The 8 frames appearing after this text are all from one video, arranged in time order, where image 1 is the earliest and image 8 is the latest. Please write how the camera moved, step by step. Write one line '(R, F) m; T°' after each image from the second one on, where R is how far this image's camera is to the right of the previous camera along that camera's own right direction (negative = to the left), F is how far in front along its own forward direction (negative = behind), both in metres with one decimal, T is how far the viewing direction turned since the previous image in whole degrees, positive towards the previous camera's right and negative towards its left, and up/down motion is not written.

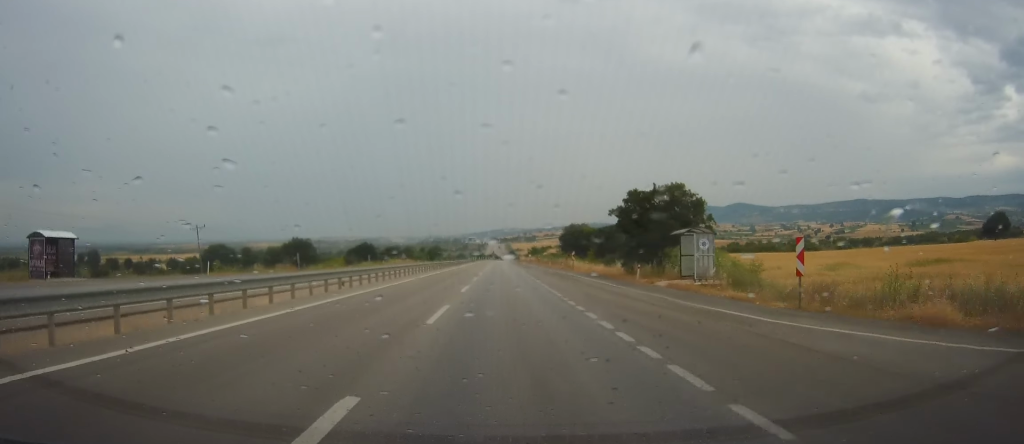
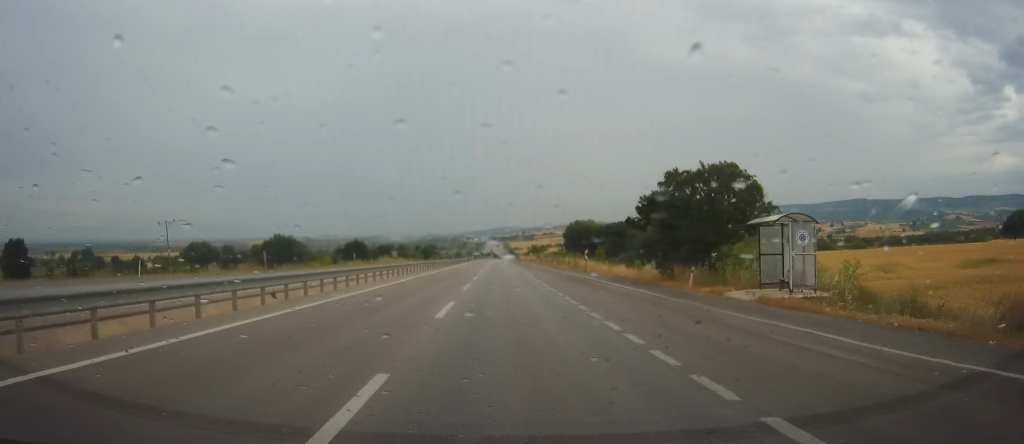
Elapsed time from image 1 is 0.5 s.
(0.0, +10.4) m; 0°
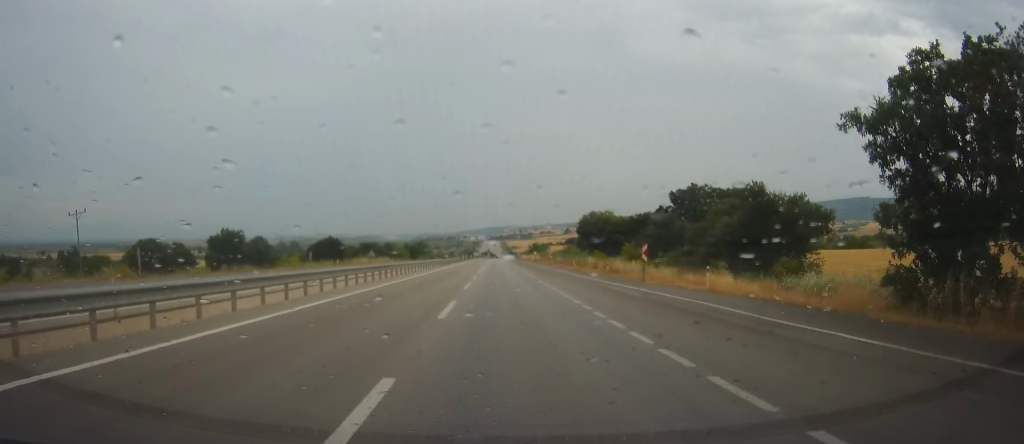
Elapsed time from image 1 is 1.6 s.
(+0.3, +23.1) m; +2°
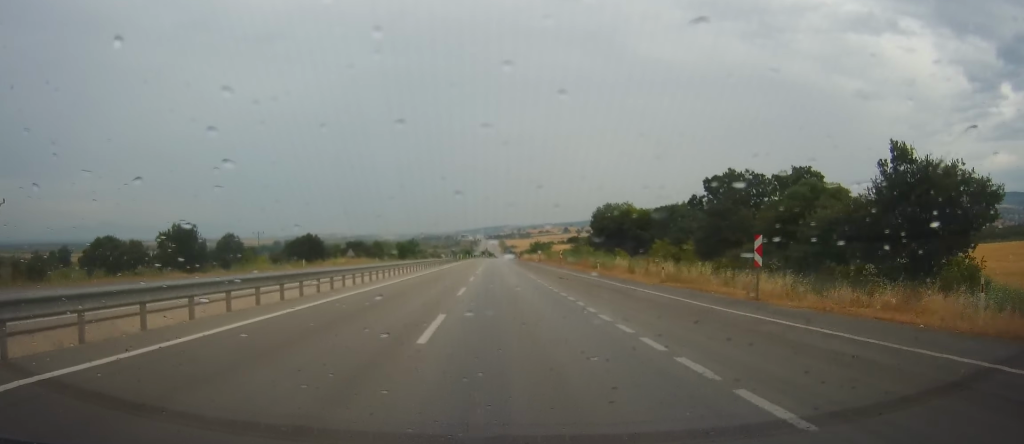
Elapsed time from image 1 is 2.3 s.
(+0.3, +16.1) m; +1°
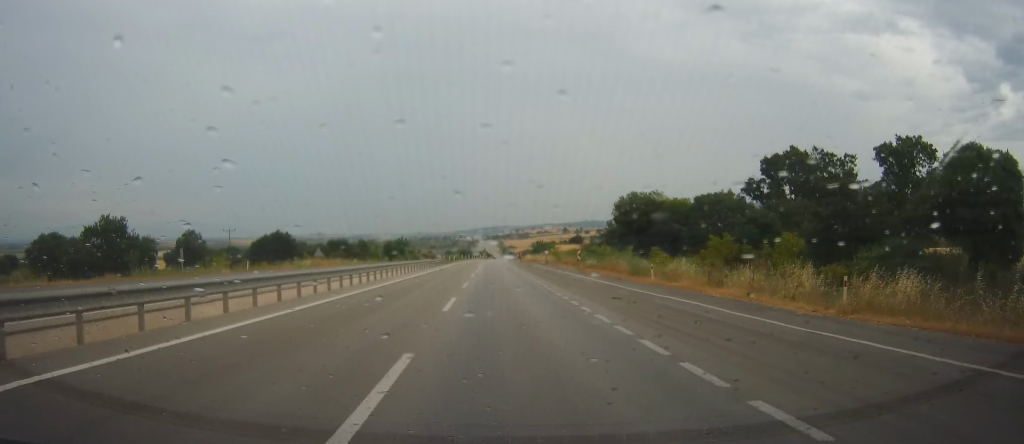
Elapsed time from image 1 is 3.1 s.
(0.0, +17.4) m; 0°
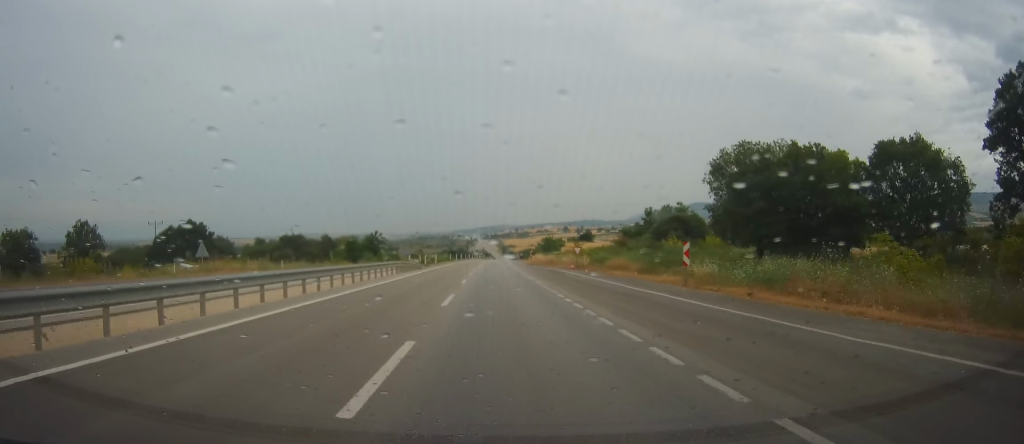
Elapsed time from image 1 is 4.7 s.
(+0.5, +34.1) m; +2°
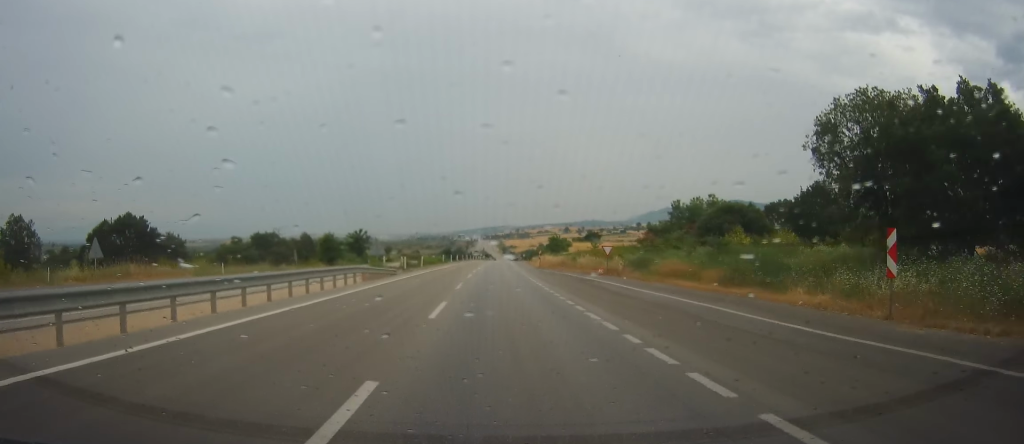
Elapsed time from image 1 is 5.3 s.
(+0.2, +14.8) m; 0°
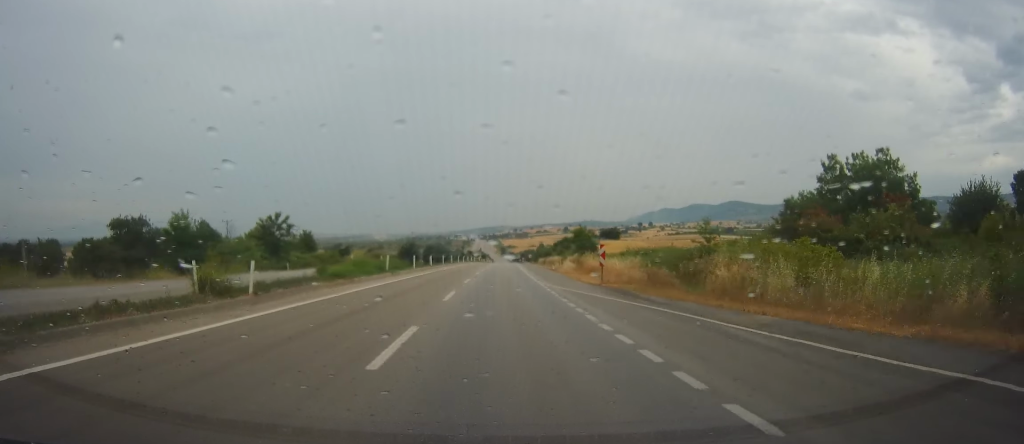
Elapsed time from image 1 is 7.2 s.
(+0.1, +43.1) m; +1°
